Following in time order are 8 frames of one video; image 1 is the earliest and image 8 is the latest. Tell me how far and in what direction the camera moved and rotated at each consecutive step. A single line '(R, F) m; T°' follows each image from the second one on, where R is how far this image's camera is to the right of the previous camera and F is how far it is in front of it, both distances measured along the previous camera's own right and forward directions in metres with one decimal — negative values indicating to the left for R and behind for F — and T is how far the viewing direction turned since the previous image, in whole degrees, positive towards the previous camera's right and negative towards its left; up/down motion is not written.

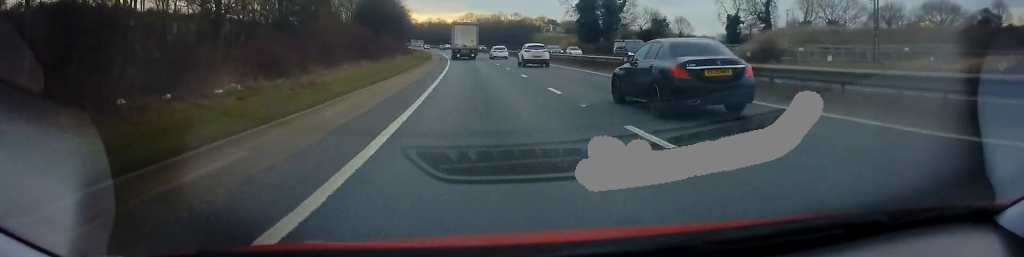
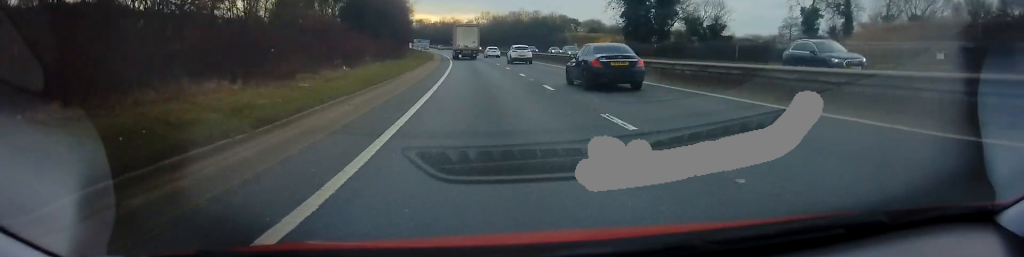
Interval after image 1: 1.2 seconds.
(-0.4, +23.3) m; -2°
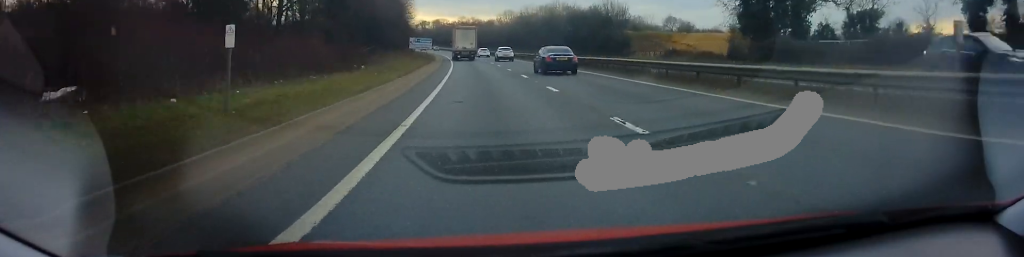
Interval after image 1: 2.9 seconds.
(-0.9, +36.5) m; -3°
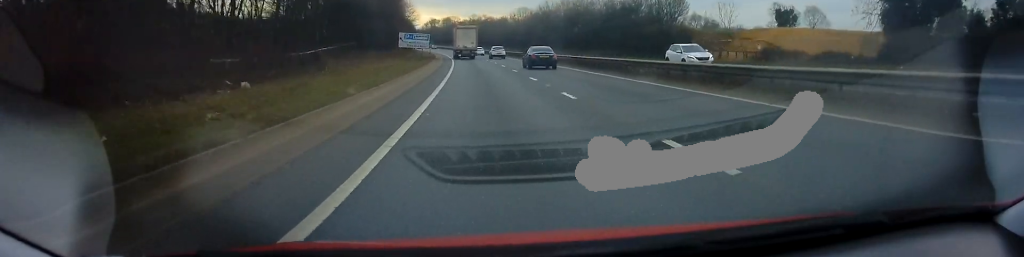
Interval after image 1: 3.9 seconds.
(-0.5, +20.9) m; -1°
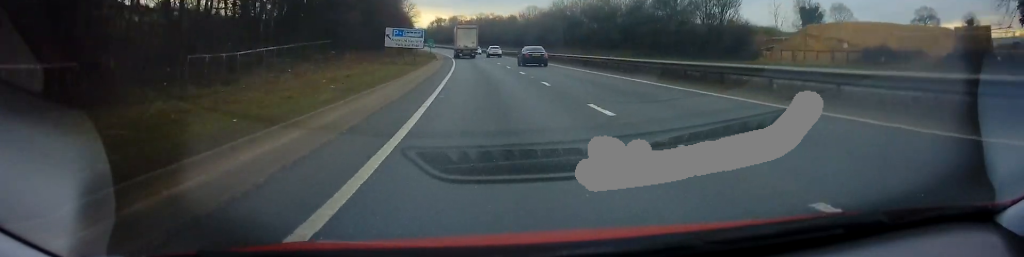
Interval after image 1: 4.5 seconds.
(+0.1, +13.0) m; 0°
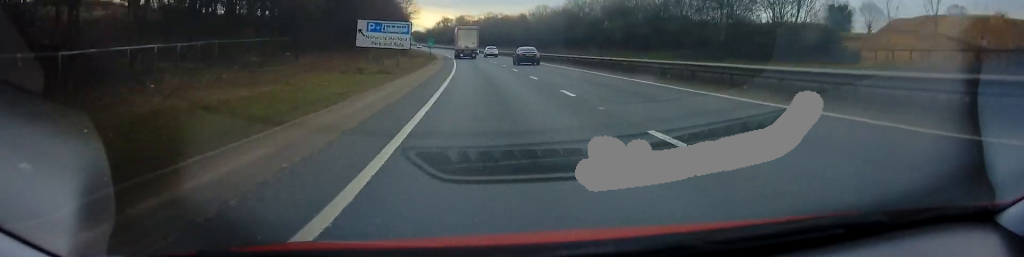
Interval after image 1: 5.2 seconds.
(0.0, +13.4) m; -1°
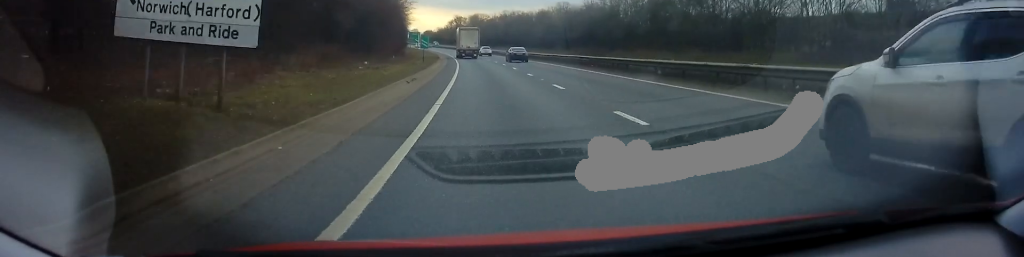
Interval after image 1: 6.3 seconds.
(-0.5, +23.9) m; -2°
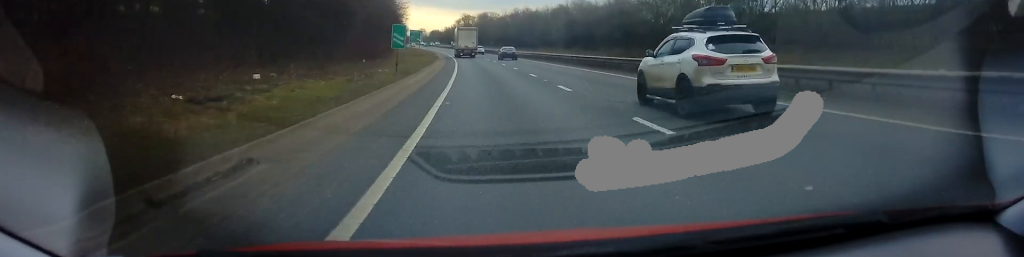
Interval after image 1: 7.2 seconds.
(-0.2, +19.4) m; 0°
